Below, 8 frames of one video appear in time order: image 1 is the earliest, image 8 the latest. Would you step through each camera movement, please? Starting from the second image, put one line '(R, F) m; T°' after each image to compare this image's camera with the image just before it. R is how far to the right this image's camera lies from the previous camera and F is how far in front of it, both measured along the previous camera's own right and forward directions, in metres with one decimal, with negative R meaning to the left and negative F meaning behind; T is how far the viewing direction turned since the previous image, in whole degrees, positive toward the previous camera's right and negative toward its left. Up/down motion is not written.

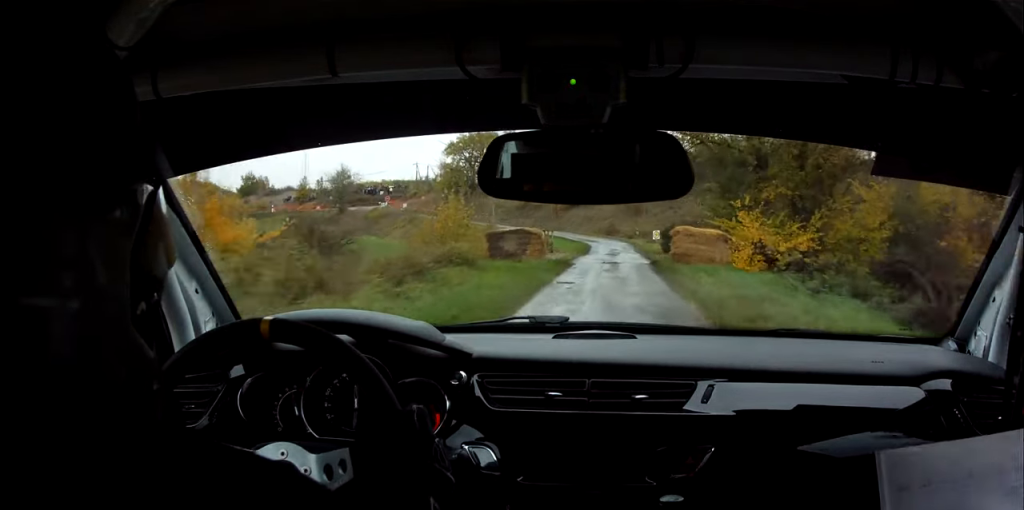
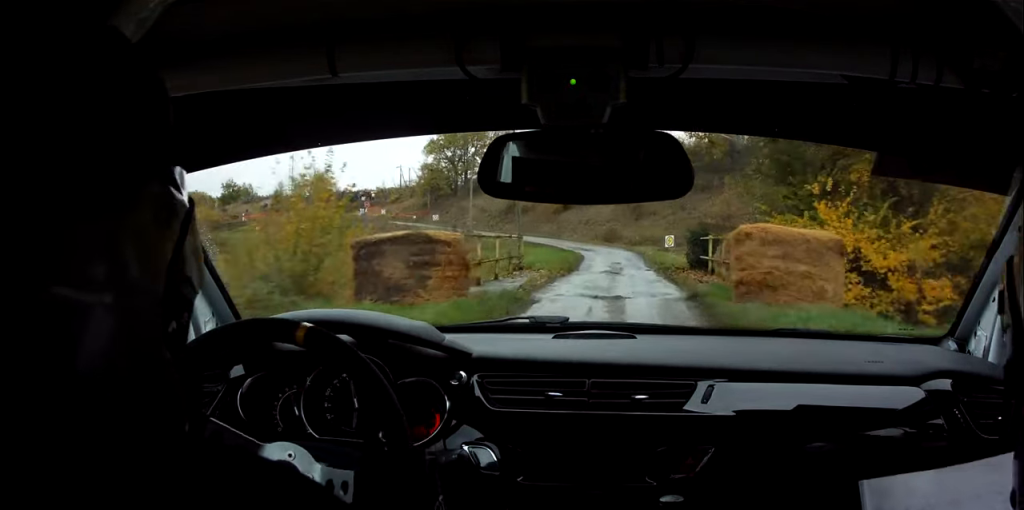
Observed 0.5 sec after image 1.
(-0.1, +12.8) m; 0°
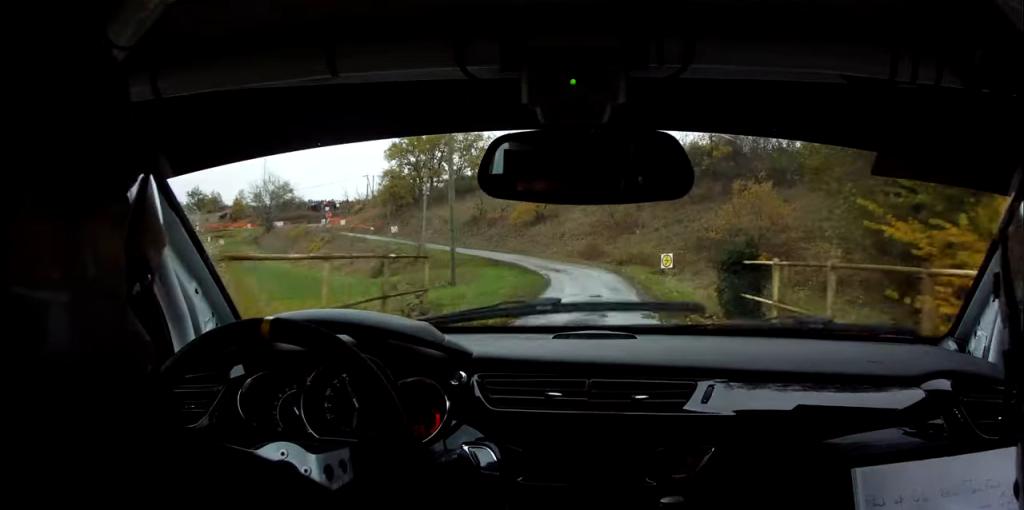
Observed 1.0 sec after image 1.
(+0.2, +11.1) m; 0°
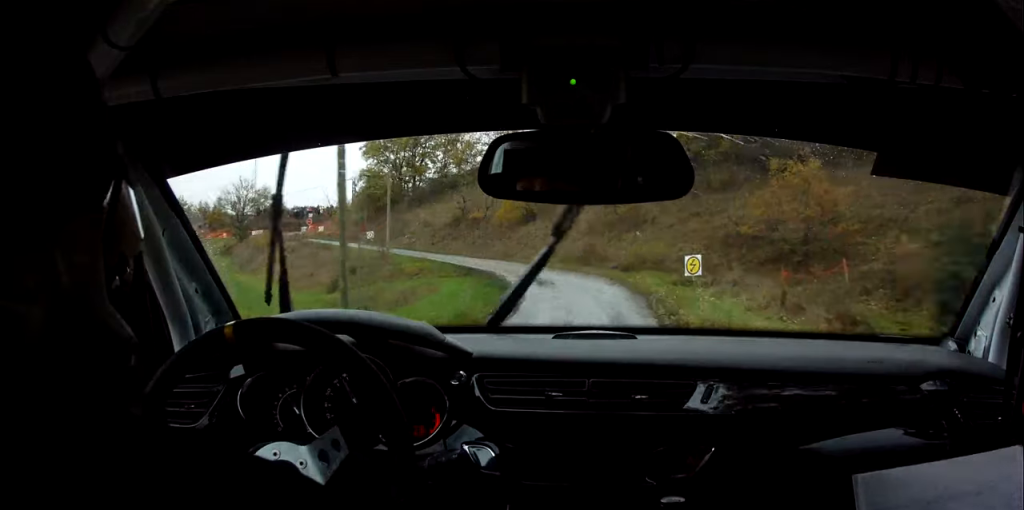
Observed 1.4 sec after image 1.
(+0.1, +10.1) m; -1°
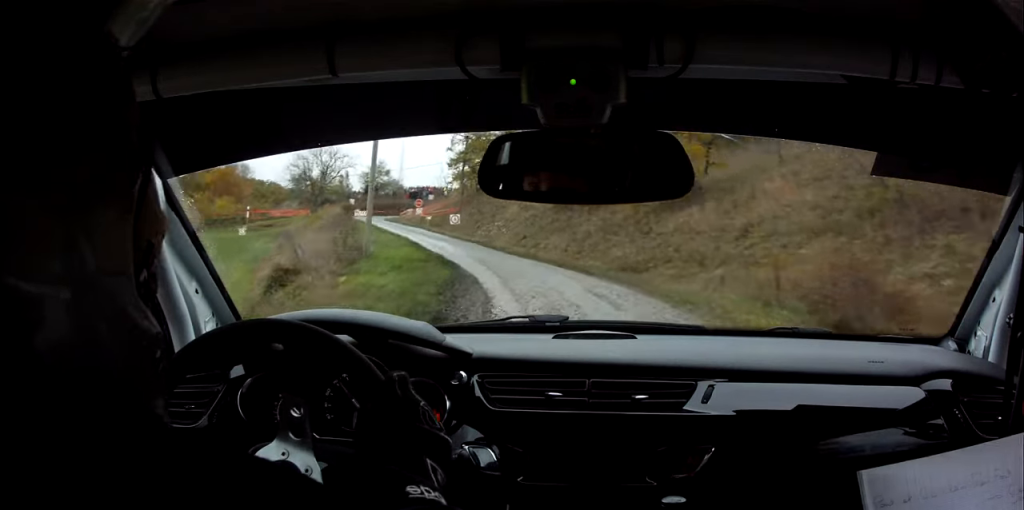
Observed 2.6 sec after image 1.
(-1.6, +26.5) m; -9°
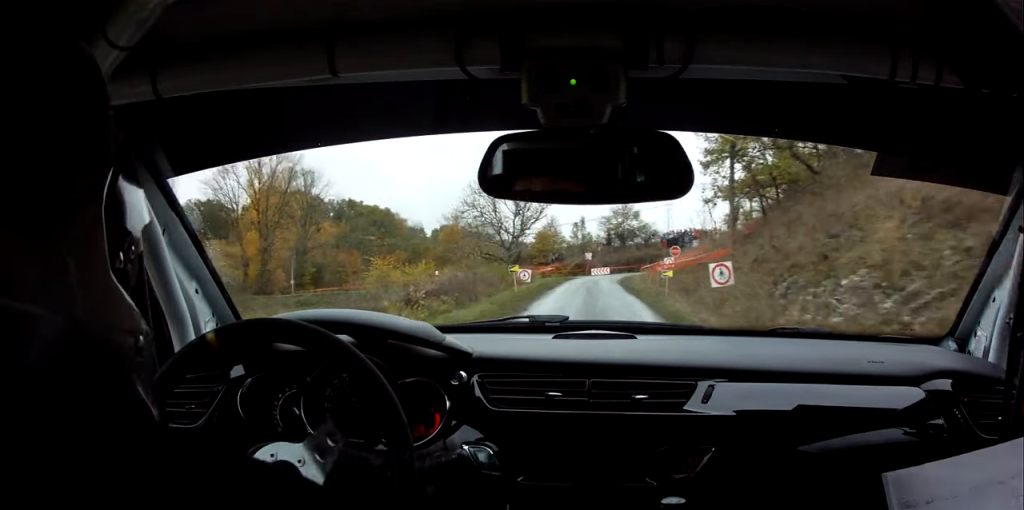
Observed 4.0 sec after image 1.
(-3.7, +27.4) m; -15°
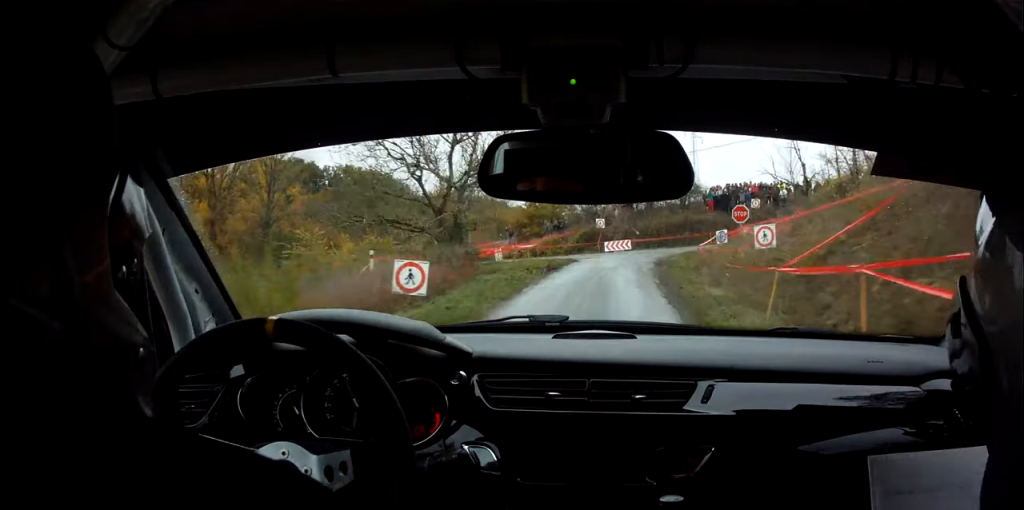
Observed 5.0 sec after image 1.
(-1.7, +21.1) m; -7°
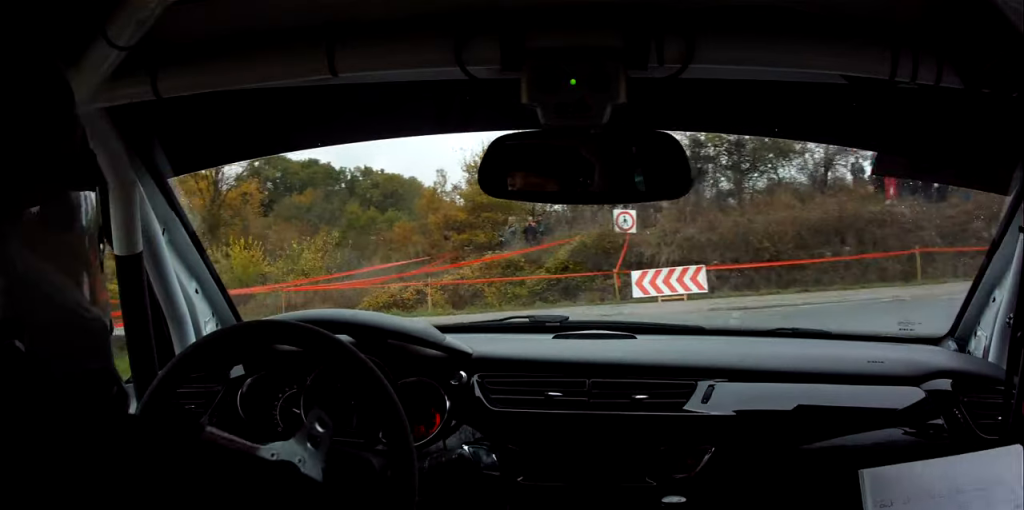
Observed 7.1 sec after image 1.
(-4.3, +31.3) m; -26°
